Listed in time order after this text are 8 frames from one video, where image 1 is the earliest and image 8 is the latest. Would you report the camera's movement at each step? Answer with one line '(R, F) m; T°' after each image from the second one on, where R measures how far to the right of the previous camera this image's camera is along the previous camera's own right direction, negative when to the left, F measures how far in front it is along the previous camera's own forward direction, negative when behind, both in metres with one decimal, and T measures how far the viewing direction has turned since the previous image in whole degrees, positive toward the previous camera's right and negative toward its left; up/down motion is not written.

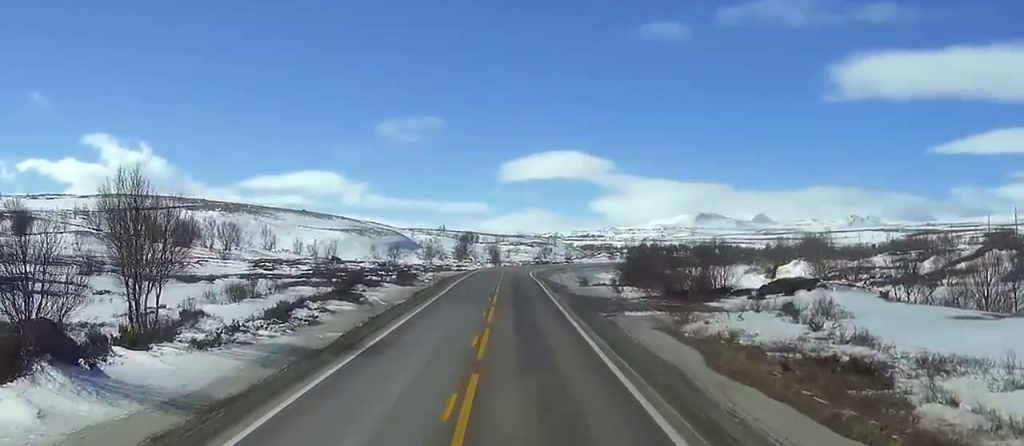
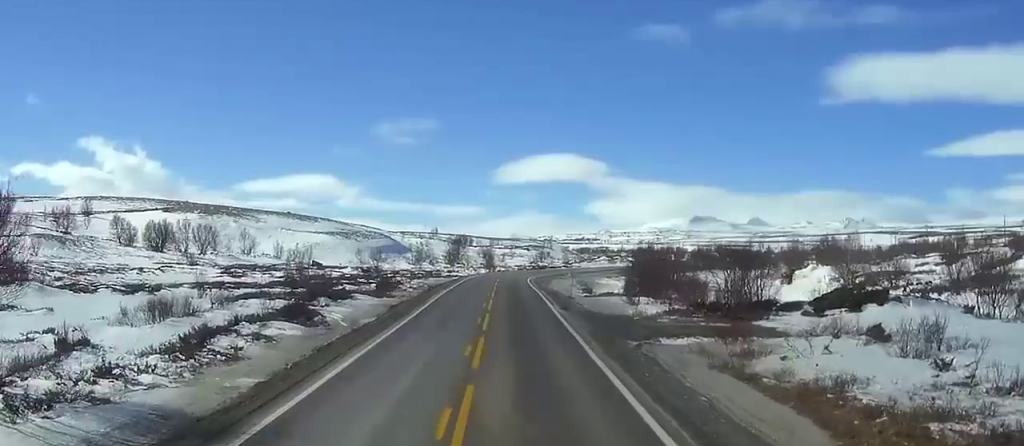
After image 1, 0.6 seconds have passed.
(0.0, +12.6) m; 0°
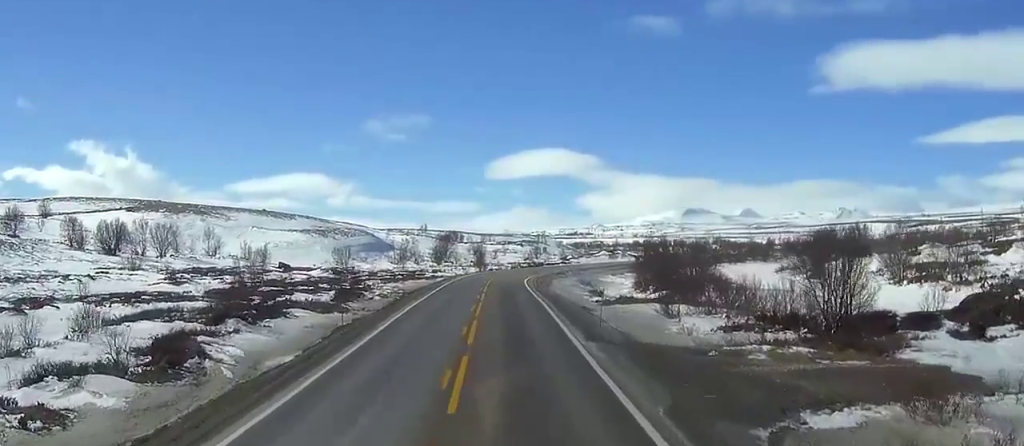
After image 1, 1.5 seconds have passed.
(0.0, +18.5) m; 0°
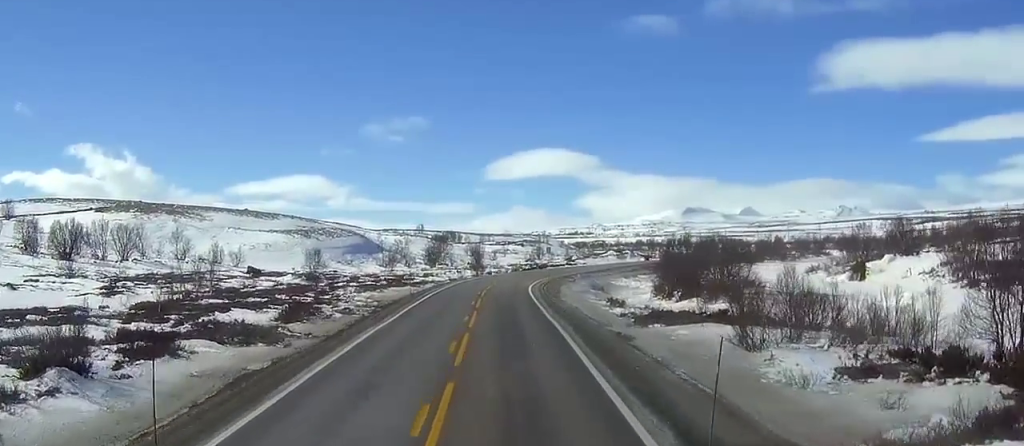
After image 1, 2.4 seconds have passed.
(0.0, +17.3) m; -1°
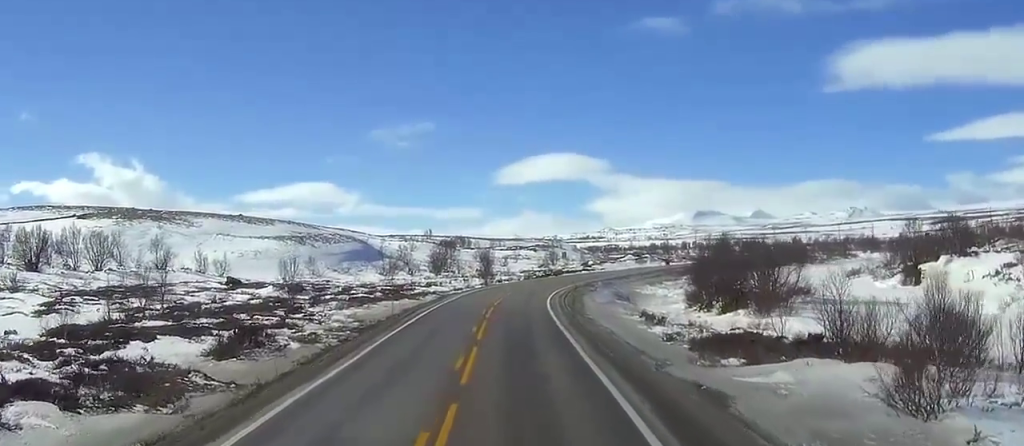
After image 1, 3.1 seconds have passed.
(-0.2, +14.4) m; -1°
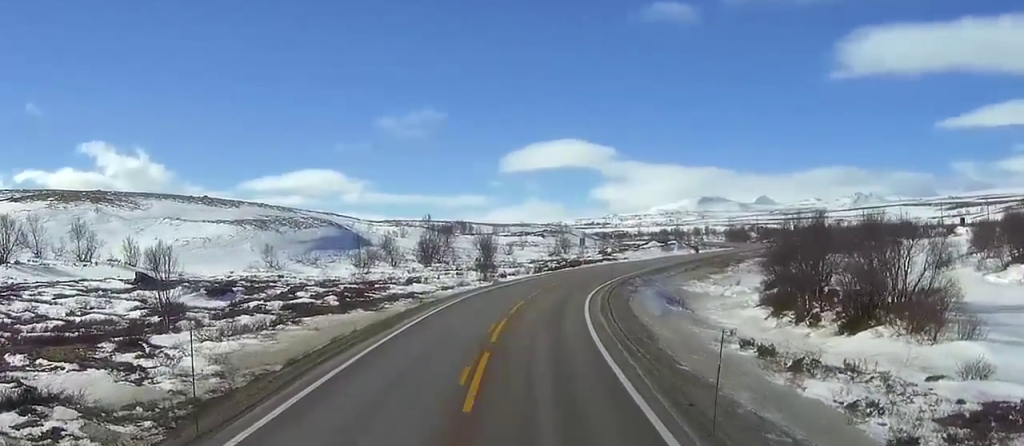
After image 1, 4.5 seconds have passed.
(-0.2, +29.7) m; 0°
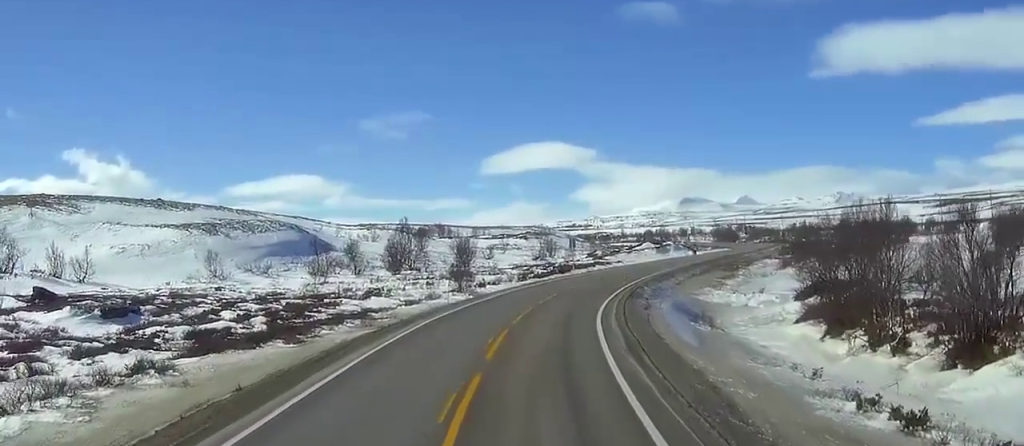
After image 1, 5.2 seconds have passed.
(+0.2, +16.3) m; +1°
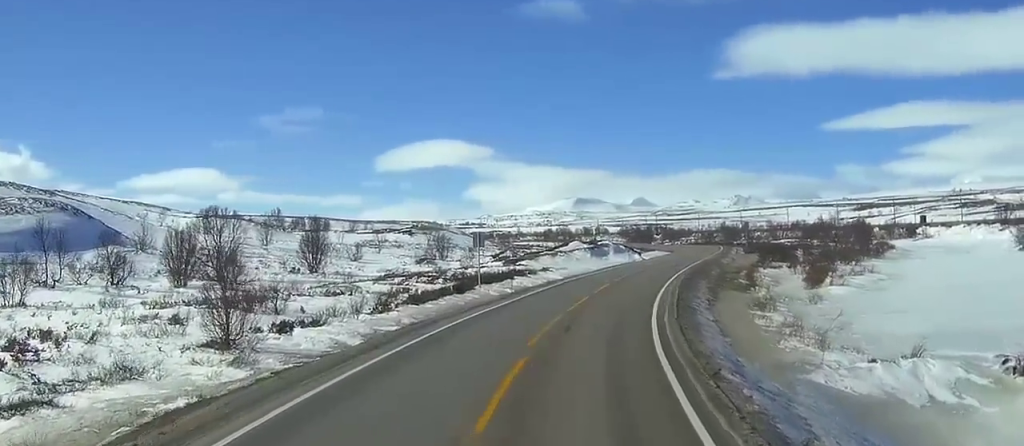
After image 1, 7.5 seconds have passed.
(+2.1, +47.5) m; +7°
